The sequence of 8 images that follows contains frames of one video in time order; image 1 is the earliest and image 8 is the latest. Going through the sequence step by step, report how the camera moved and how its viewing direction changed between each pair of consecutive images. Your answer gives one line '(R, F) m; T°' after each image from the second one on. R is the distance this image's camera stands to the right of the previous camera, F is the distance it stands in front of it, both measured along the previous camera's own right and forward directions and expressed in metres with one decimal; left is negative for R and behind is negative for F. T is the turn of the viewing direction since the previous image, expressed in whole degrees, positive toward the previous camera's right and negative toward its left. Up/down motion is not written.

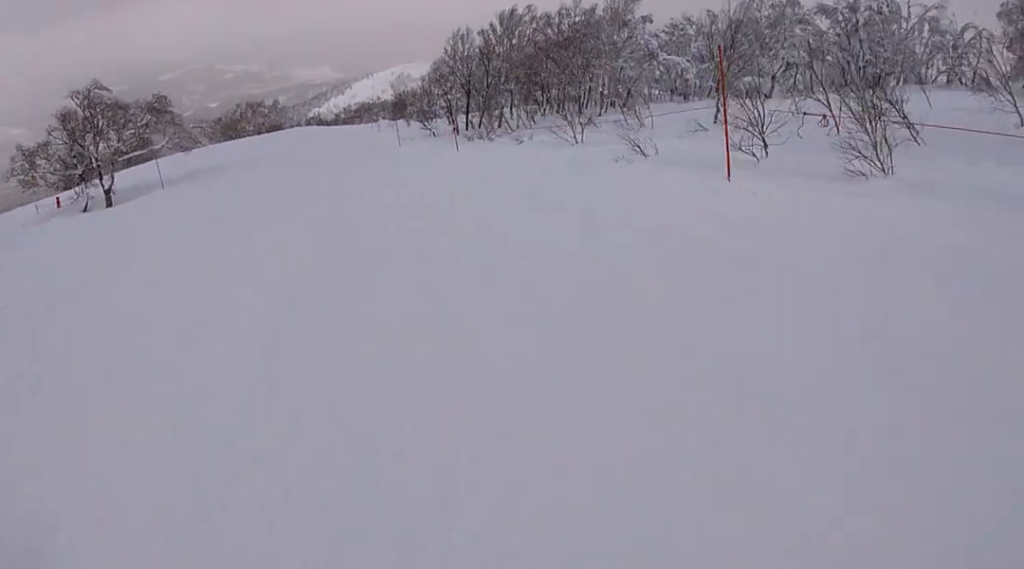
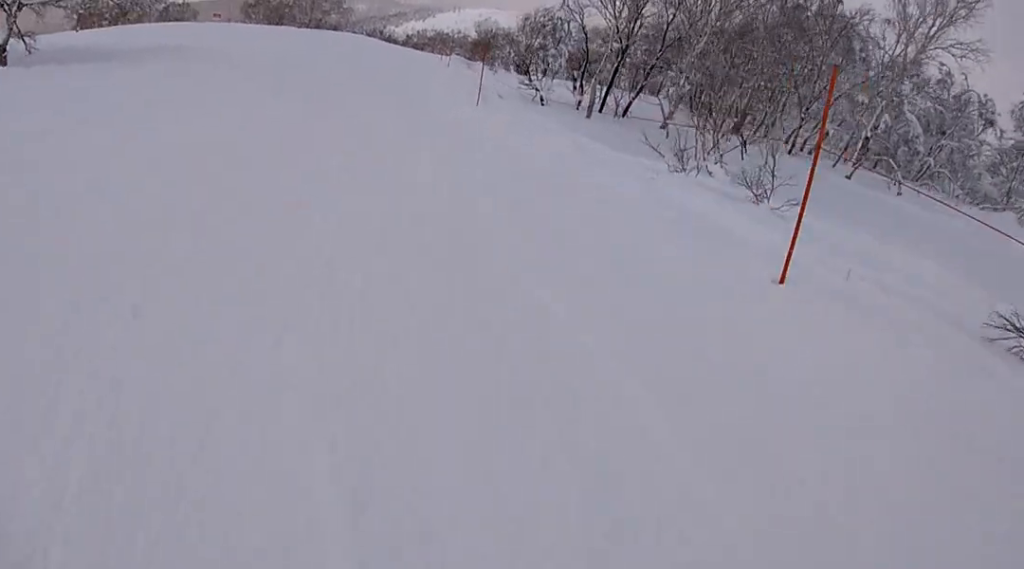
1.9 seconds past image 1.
(+0.5, +20.1) m; -5°
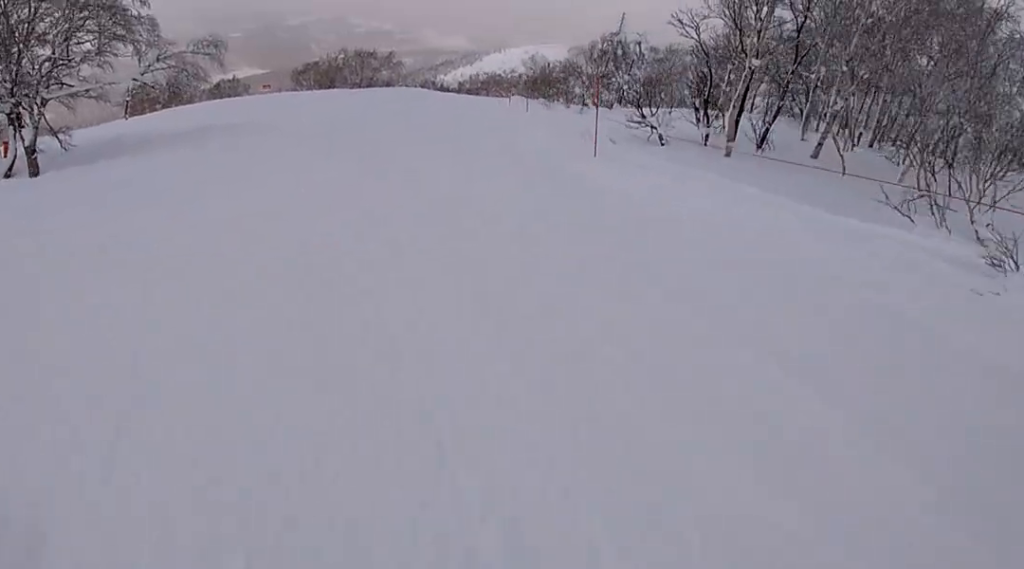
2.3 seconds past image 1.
(+0.4, +4.8) m; -4°
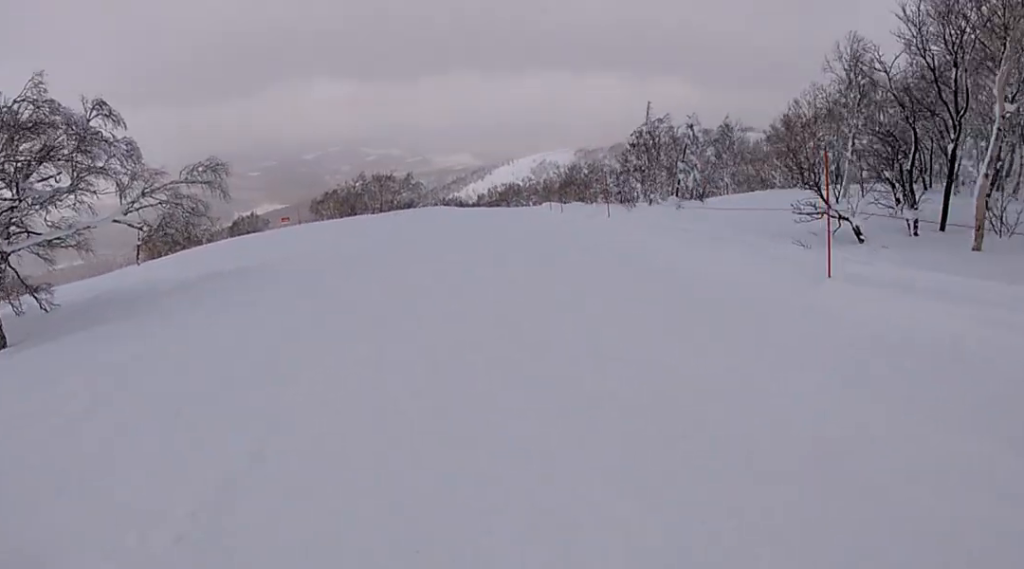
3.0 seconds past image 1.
(-1.1, +7.0) m; +1°
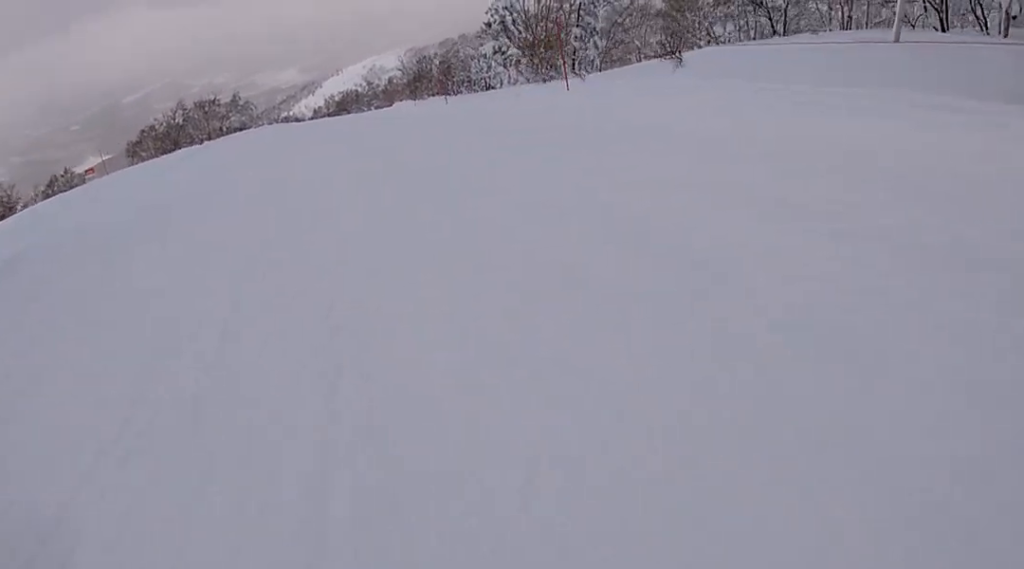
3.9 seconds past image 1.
(+0.6, +9.2) m; +6°
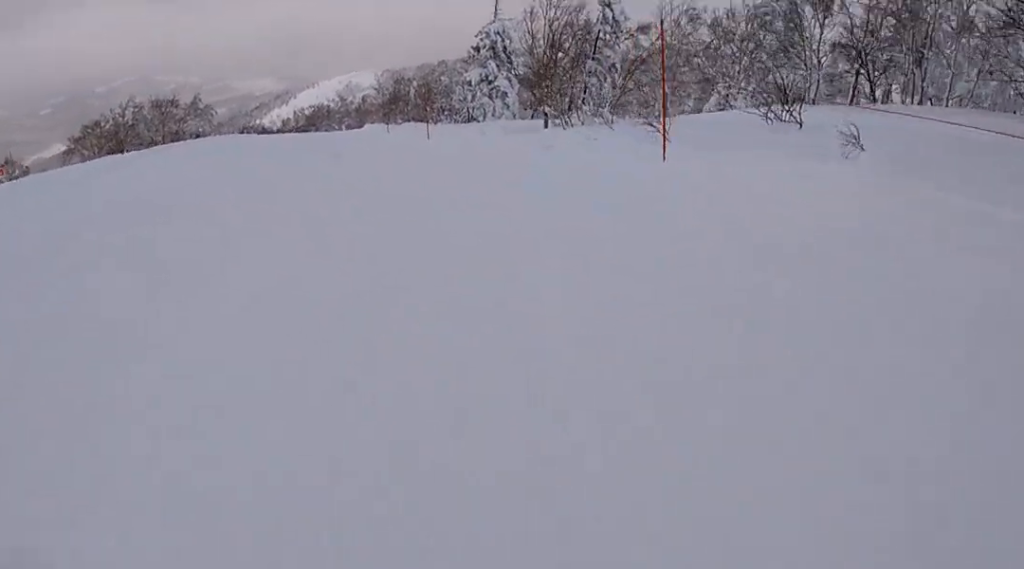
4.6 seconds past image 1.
(+0.7, +7.4) m; +2°
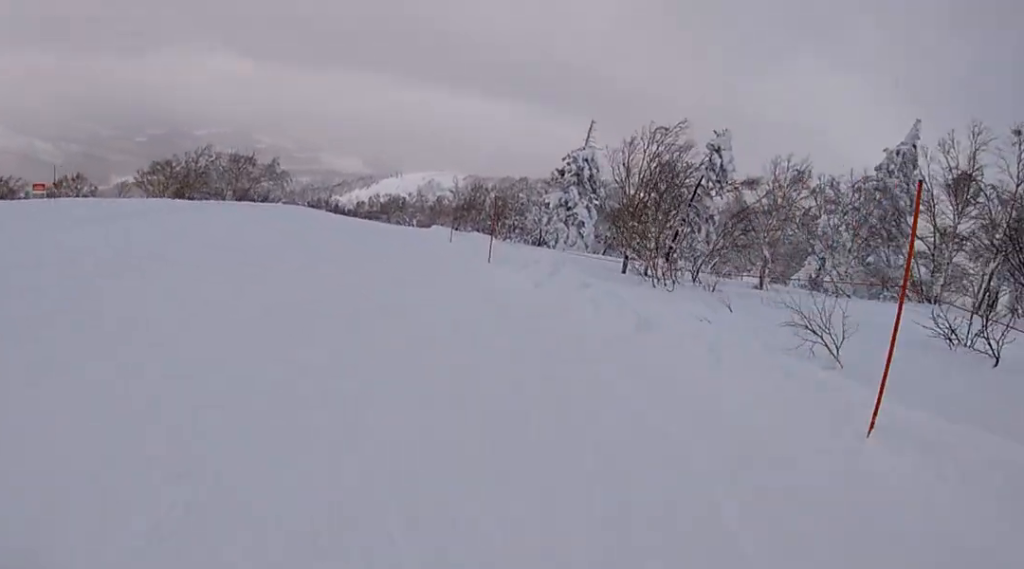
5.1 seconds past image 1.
(0.0, +4.2) m; -4°
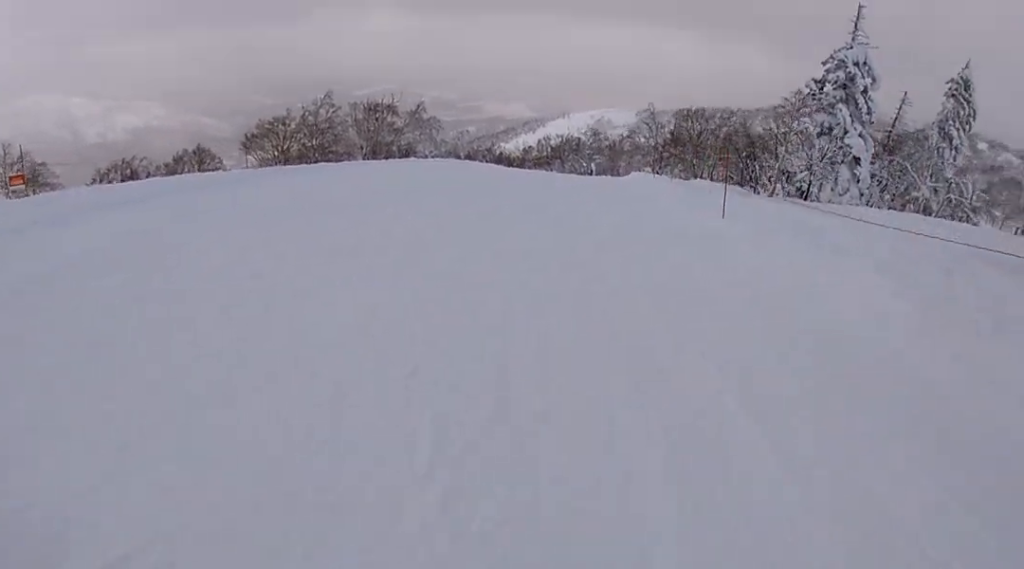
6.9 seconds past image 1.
(-0.6, +17.4) m; 0°
